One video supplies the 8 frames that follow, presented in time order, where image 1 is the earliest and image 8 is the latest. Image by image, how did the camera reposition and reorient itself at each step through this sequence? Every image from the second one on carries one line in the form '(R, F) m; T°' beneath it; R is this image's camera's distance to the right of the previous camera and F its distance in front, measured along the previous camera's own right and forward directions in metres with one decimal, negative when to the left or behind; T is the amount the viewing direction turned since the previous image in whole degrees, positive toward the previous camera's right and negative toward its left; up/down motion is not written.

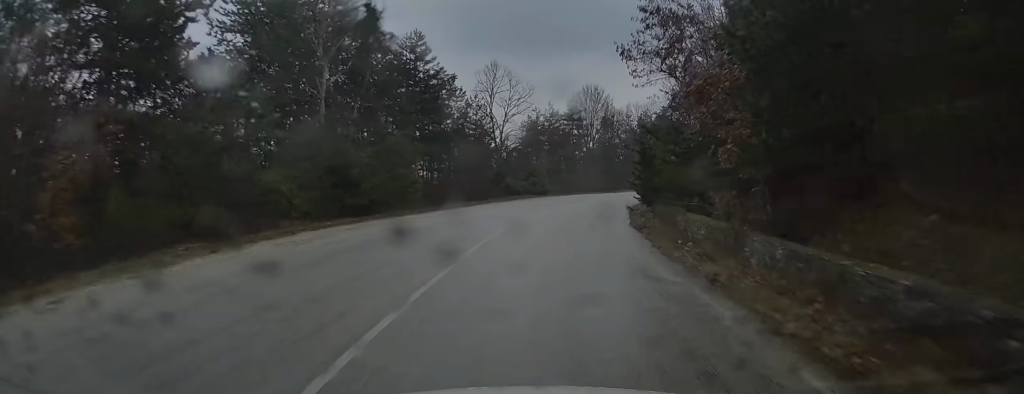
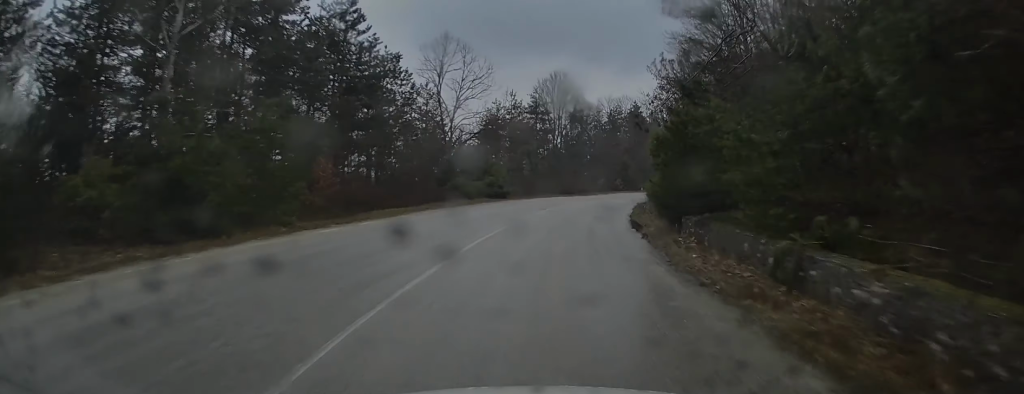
(+0.2, +10.3) m; +3°
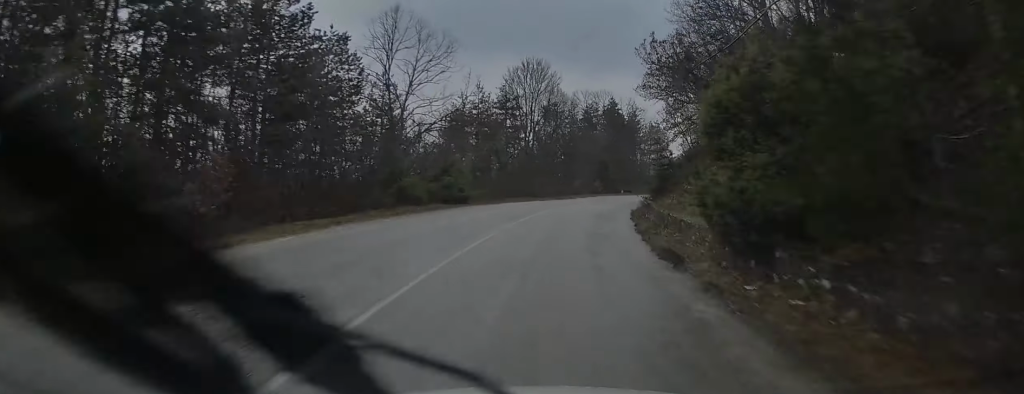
(+0.2, +7.5) m; +2°
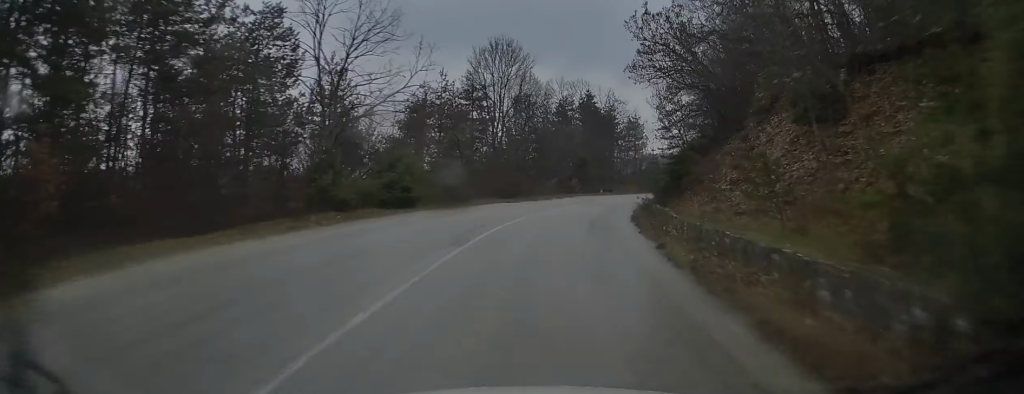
(+0.1, +7.5) m; +3°
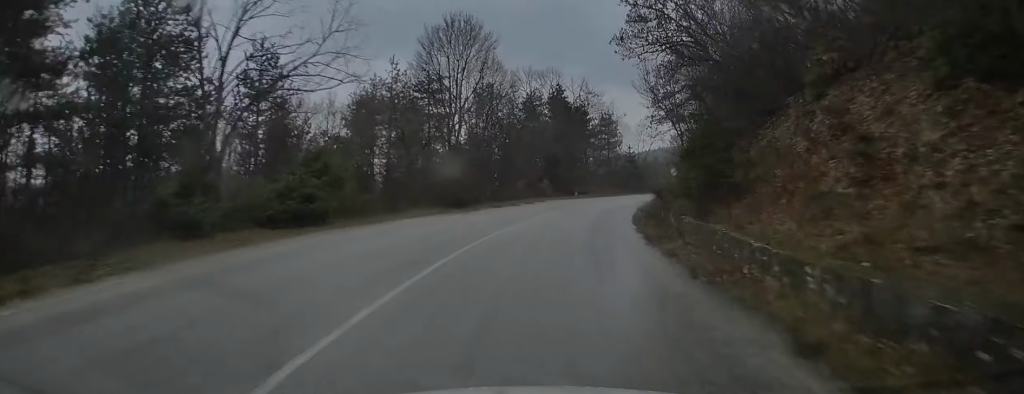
(+0.1, +8.1) m; +4°
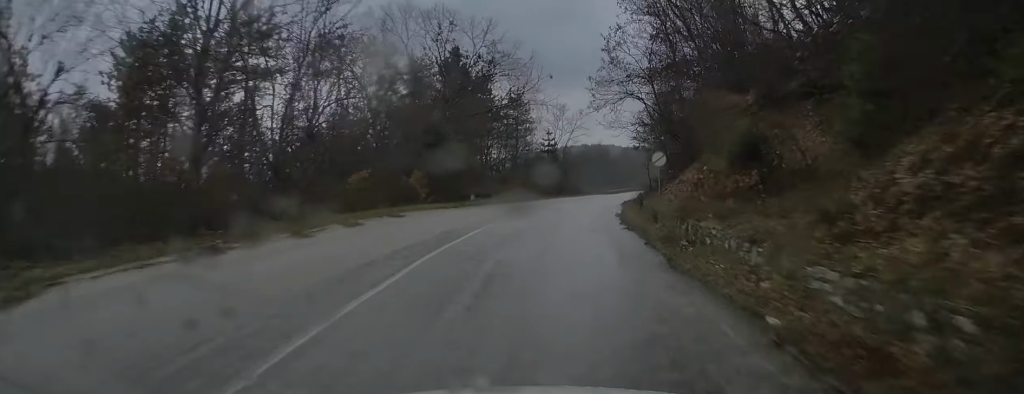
(+2.0, +23.1) m; +10°
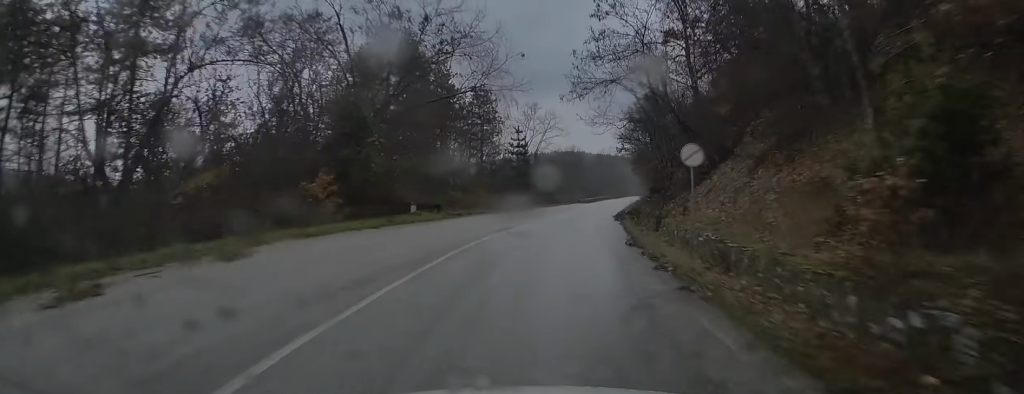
(+0.3, +9.7) m; +3°
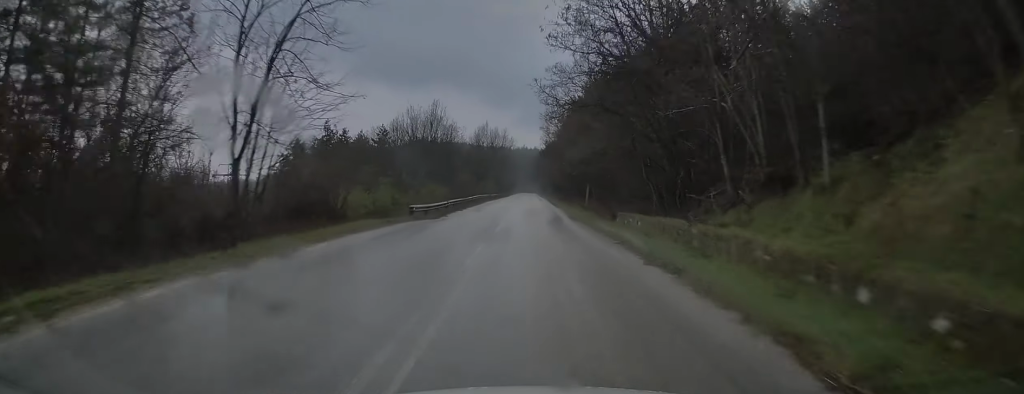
(+6.1, +52.2) m; +12°
